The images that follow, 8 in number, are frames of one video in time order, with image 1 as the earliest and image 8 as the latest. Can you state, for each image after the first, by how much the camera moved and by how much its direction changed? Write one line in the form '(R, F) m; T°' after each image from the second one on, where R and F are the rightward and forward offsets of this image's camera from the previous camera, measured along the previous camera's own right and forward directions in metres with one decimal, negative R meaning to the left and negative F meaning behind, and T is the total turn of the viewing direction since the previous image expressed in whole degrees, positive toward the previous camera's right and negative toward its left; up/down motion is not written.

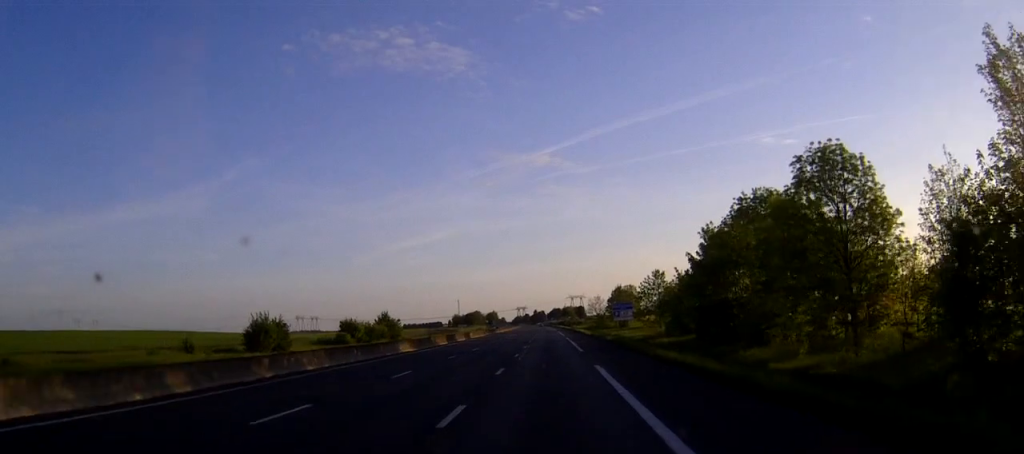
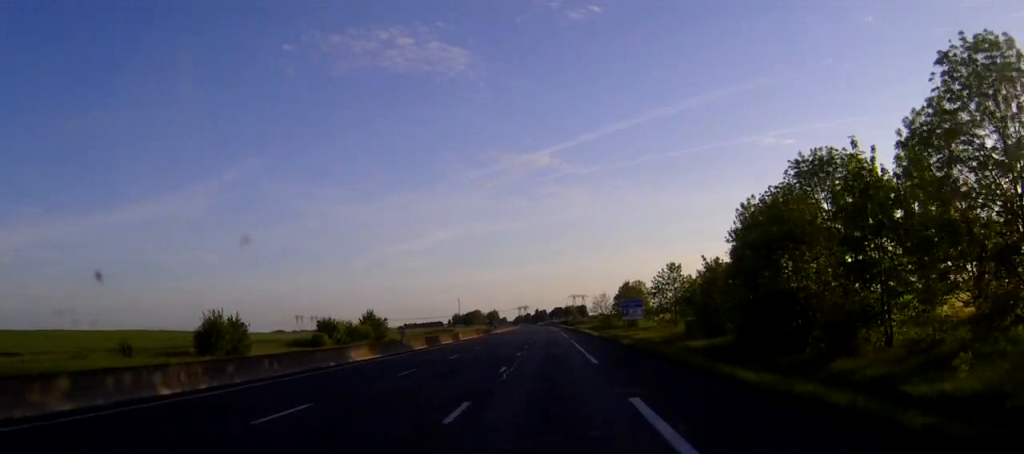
(0.0, +12.6) m; 0°
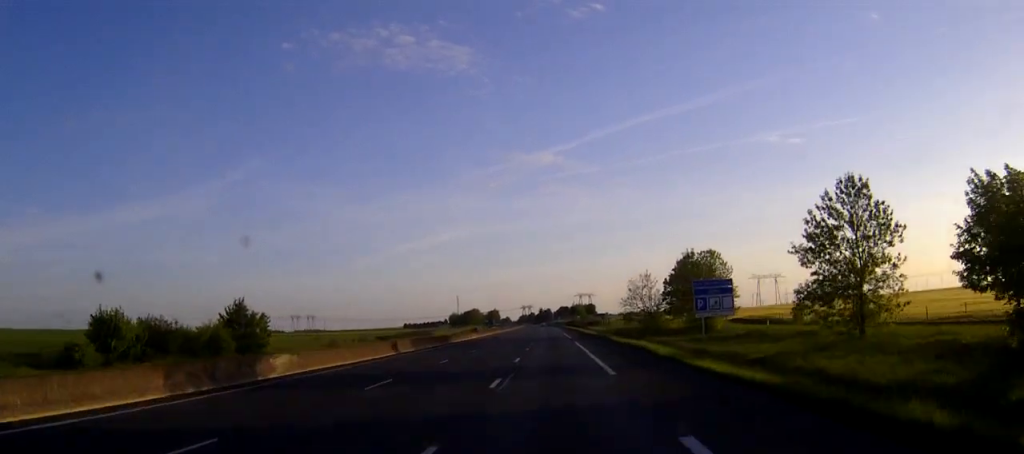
(-0.2, +57.7) m; -1°
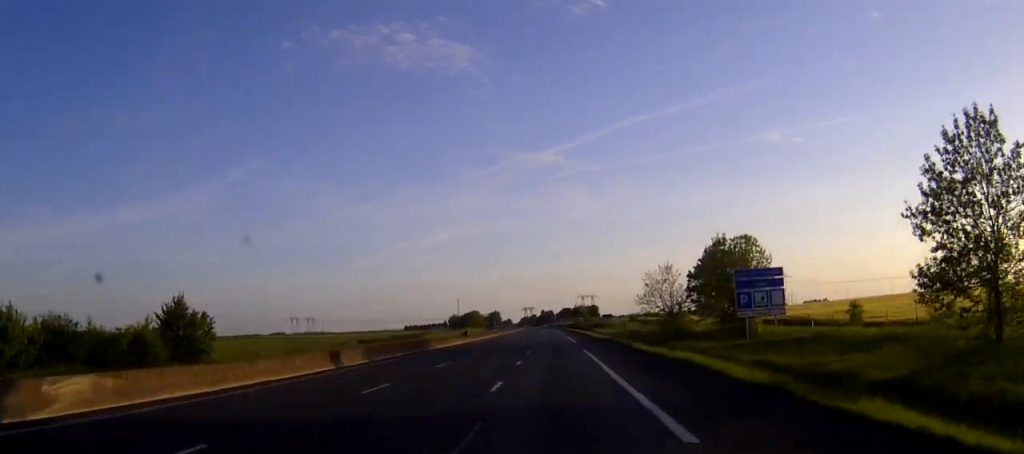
(0.0, +13.6) m; 0°
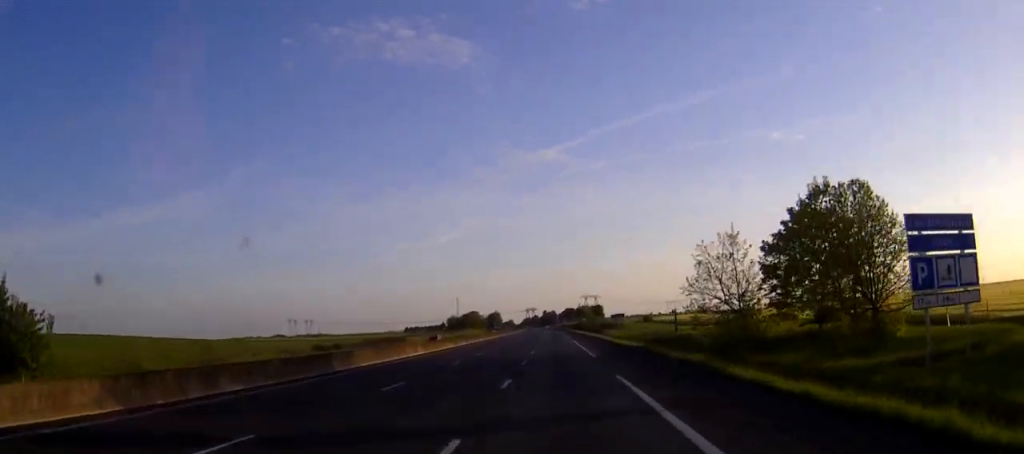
(0.0, +24.4) m; 0°
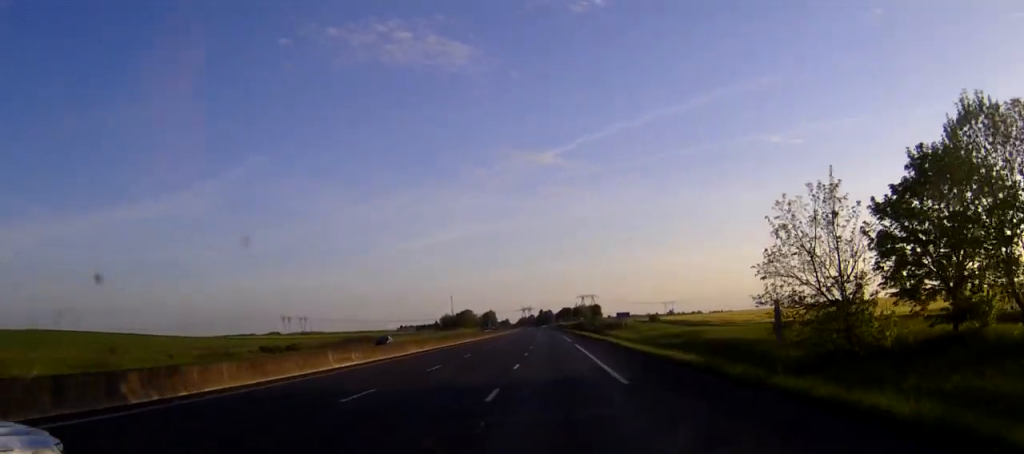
(0.0, +17.2) m; 0°
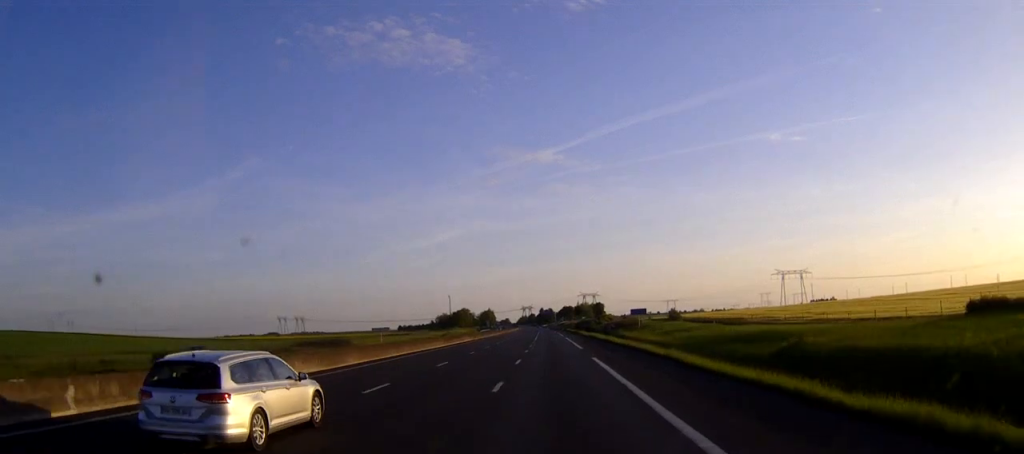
(0.0, +23.6) m; 0°
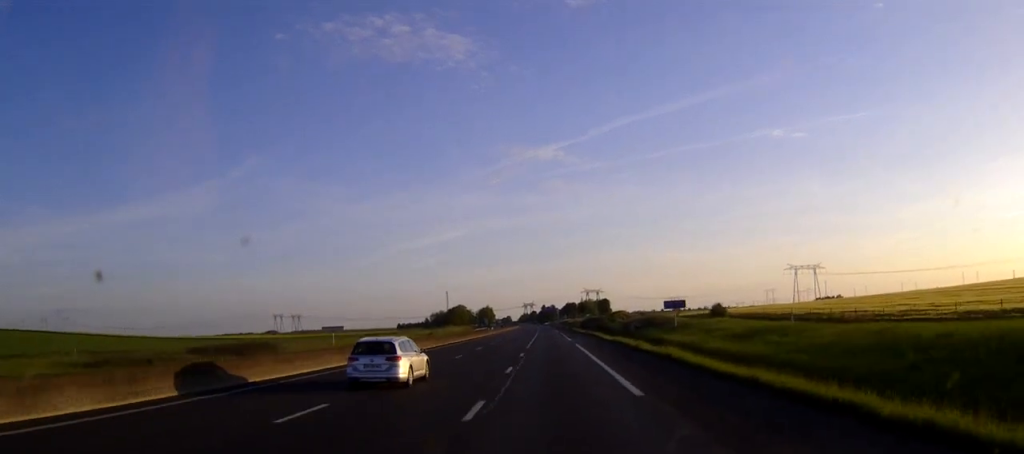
(0.0, +32.6) m; 0°
